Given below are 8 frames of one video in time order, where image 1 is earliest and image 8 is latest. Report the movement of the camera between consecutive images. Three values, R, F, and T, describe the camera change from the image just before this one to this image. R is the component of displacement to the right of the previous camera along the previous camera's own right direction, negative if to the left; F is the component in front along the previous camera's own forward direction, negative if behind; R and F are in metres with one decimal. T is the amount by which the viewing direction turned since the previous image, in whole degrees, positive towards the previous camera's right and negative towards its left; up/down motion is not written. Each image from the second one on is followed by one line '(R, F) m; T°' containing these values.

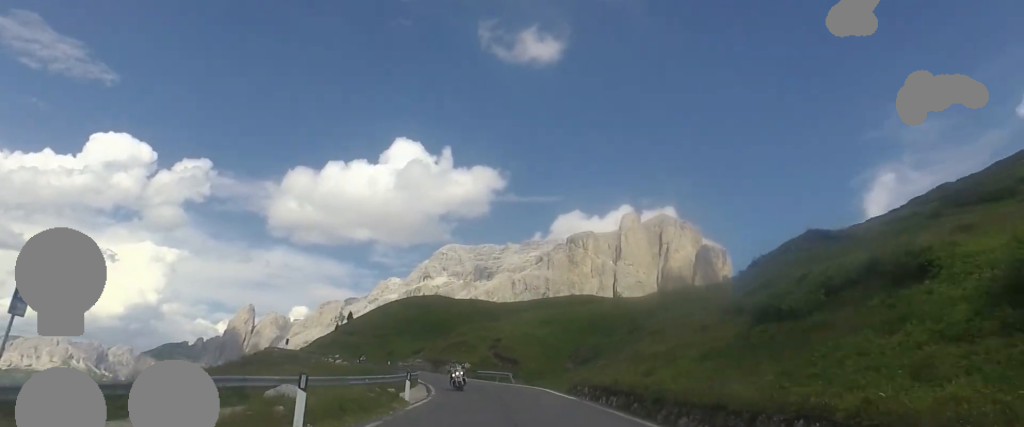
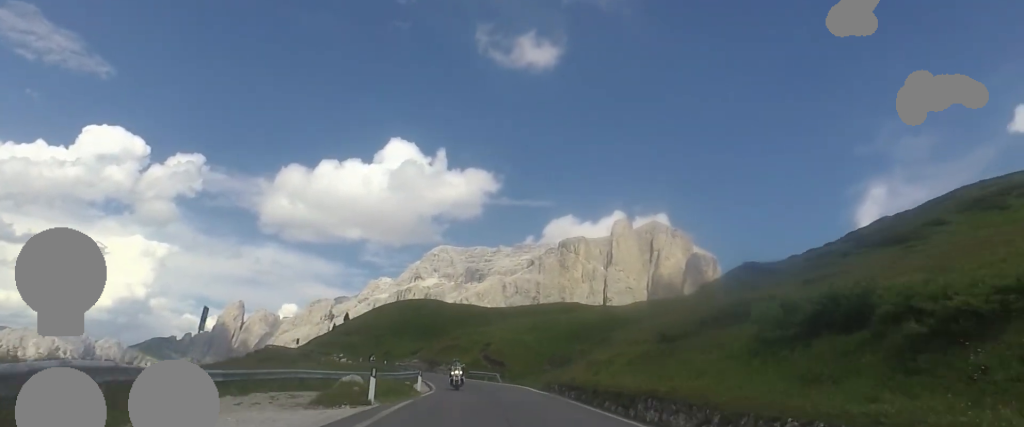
(+0.6, +6.4) m; +1°
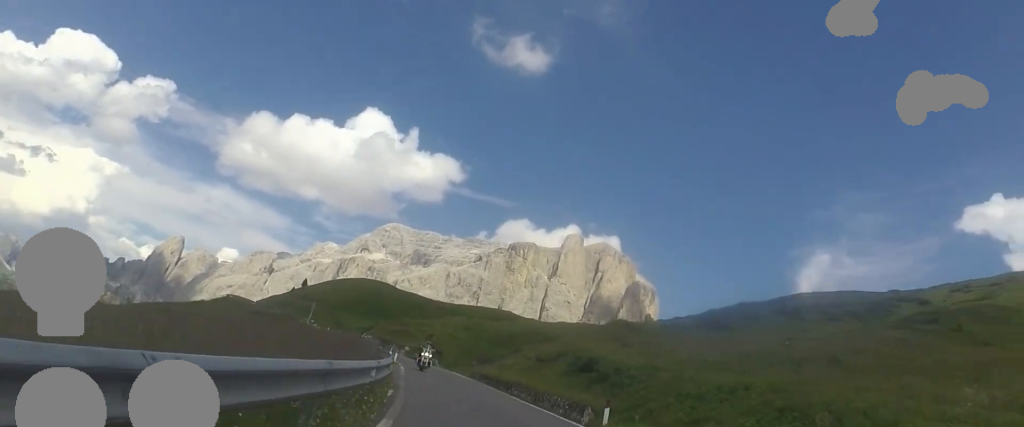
(+0.4, +16.7) m; +5°
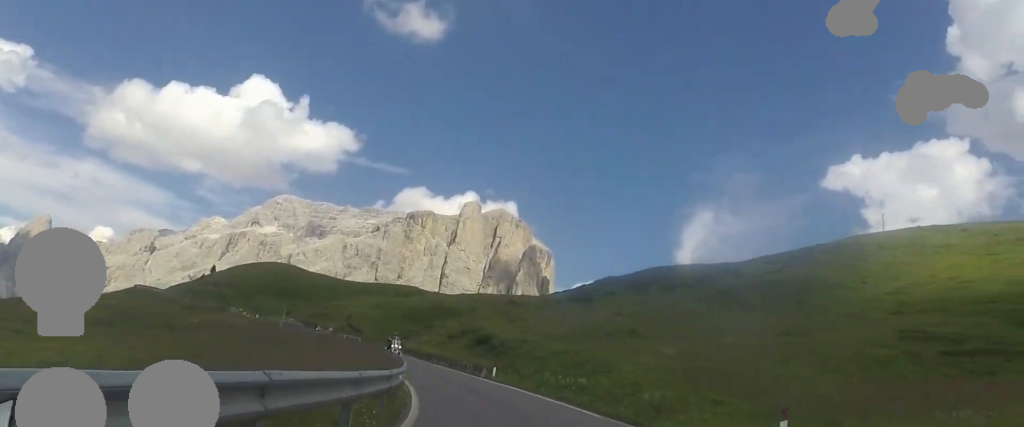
(+0.9, +12.9) m; +4°
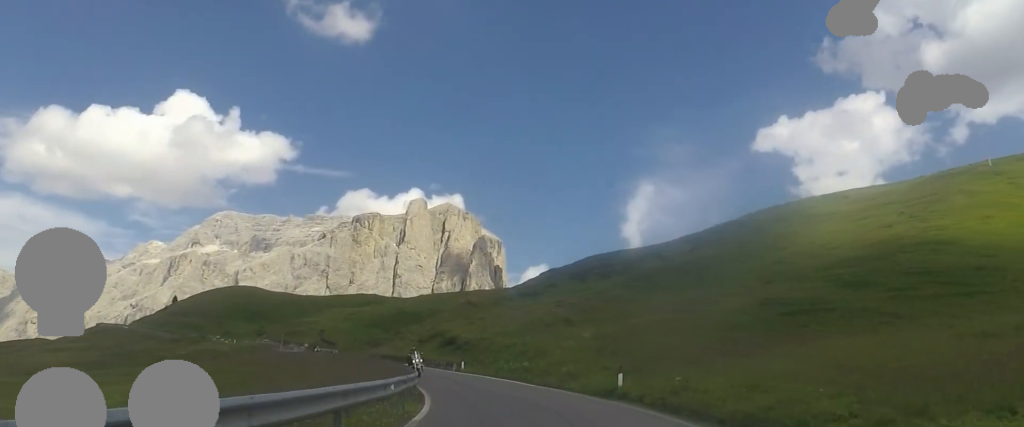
(+0.4, +9.6) m; +2°
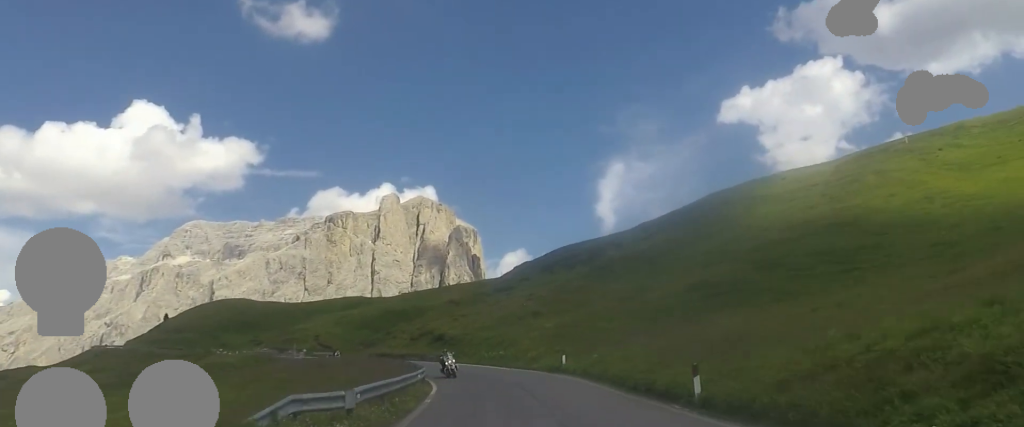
(-0.9, +9.5) m; 0°
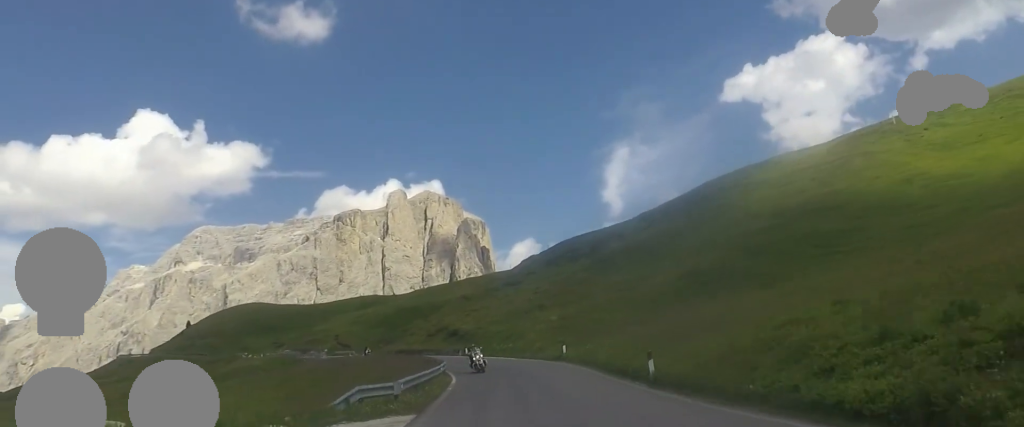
(+0.6, +4.7) m; 0°
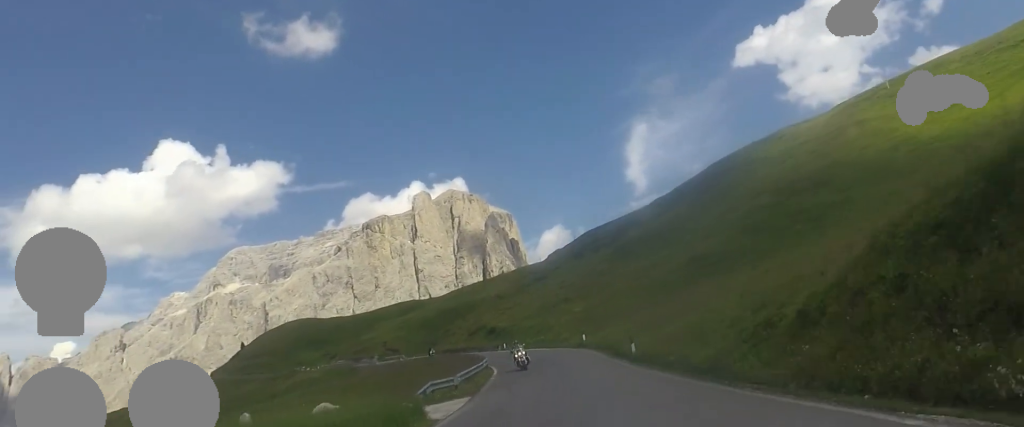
(+0.6, +7.7) m; -2°
